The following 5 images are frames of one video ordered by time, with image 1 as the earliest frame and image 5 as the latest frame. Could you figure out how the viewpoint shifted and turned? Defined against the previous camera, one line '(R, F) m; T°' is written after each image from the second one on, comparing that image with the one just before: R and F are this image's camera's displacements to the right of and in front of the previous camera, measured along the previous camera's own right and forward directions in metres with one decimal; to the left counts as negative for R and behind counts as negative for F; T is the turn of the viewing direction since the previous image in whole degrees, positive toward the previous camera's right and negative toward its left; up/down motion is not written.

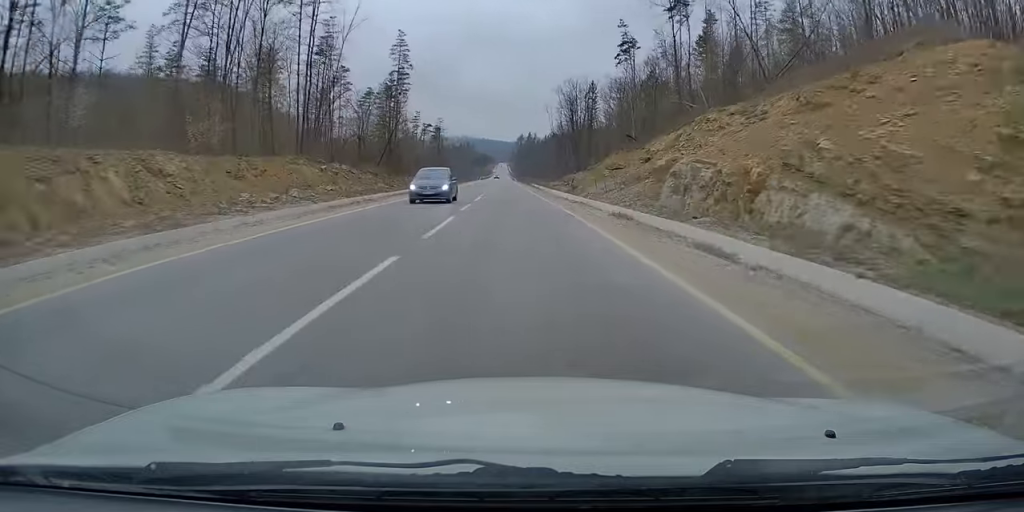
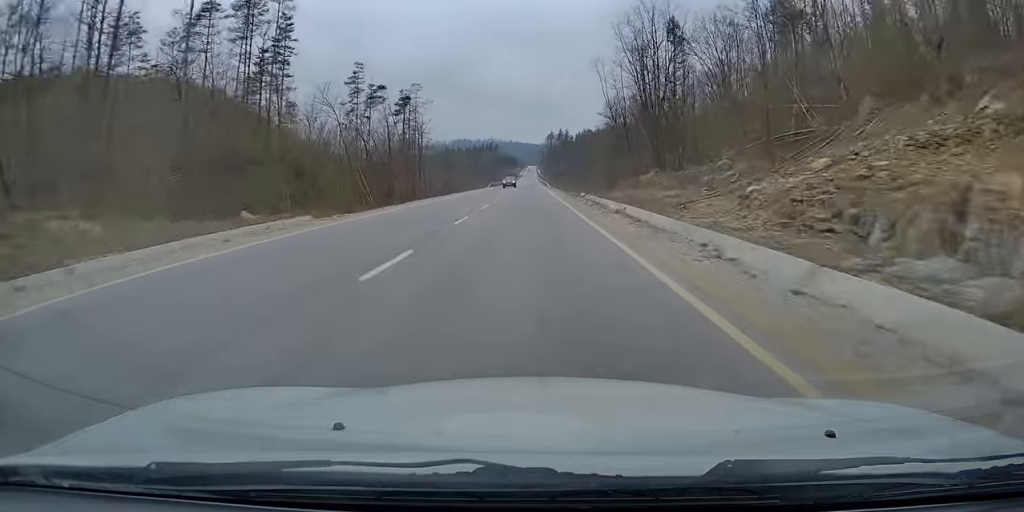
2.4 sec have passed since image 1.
(-2.0, +66.7) m; -1°
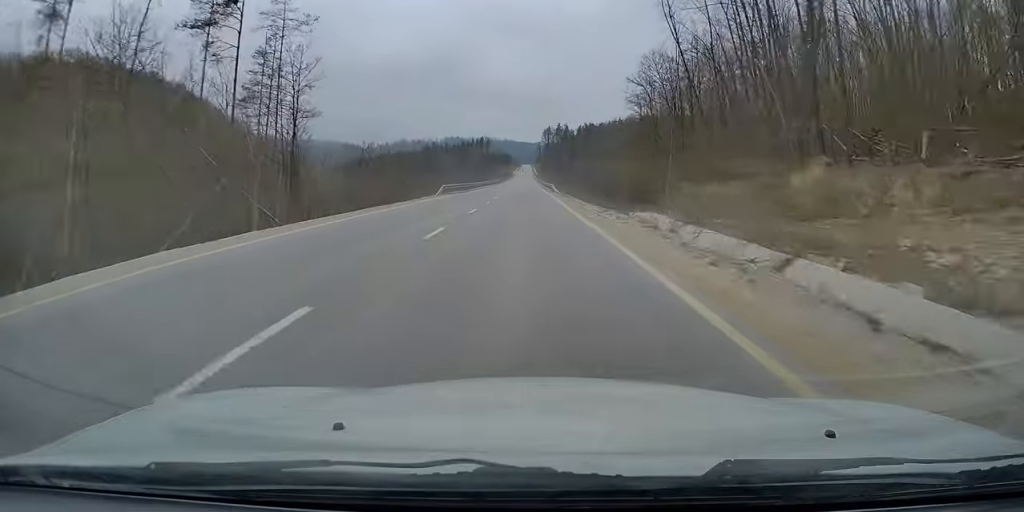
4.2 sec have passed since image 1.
(+0.2, +49.6) m; 0°
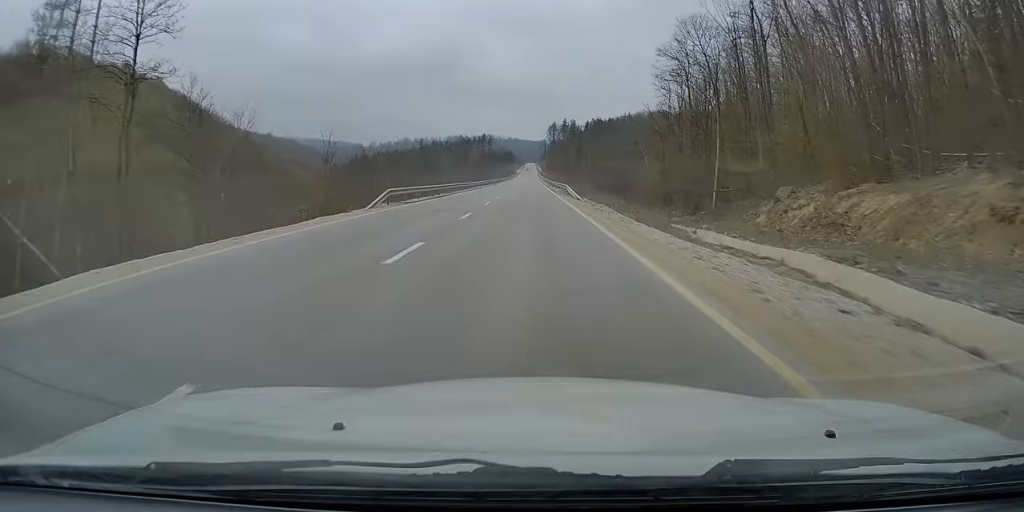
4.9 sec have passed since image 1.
(-0.1, +20.6) m; 0°
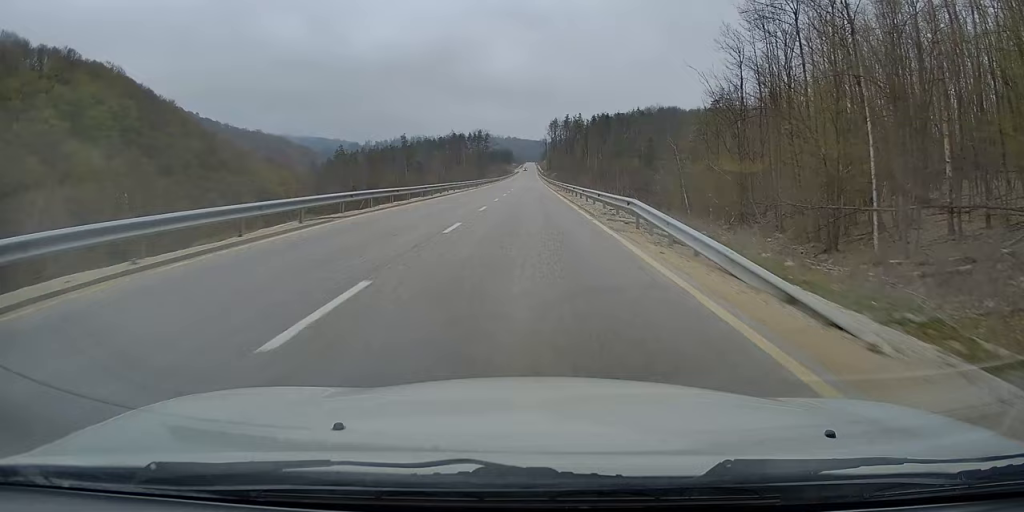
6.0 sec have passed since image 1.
(+0.3, +31.8) m; 0°
